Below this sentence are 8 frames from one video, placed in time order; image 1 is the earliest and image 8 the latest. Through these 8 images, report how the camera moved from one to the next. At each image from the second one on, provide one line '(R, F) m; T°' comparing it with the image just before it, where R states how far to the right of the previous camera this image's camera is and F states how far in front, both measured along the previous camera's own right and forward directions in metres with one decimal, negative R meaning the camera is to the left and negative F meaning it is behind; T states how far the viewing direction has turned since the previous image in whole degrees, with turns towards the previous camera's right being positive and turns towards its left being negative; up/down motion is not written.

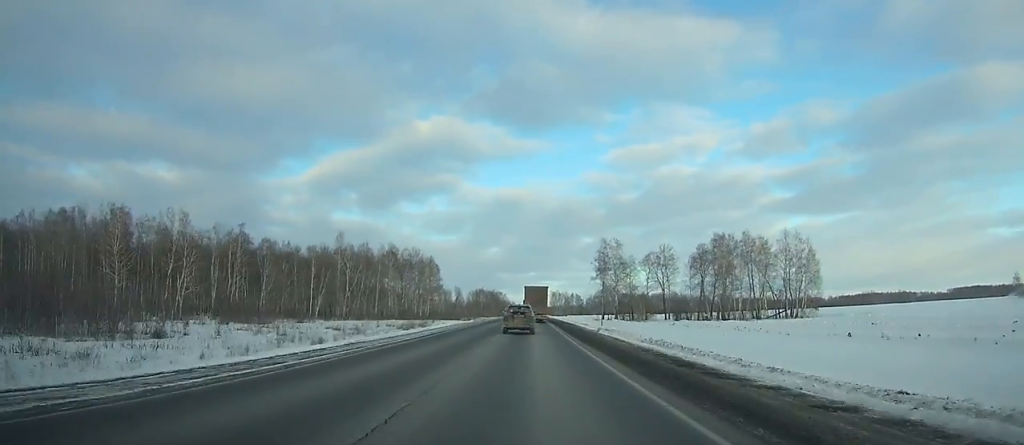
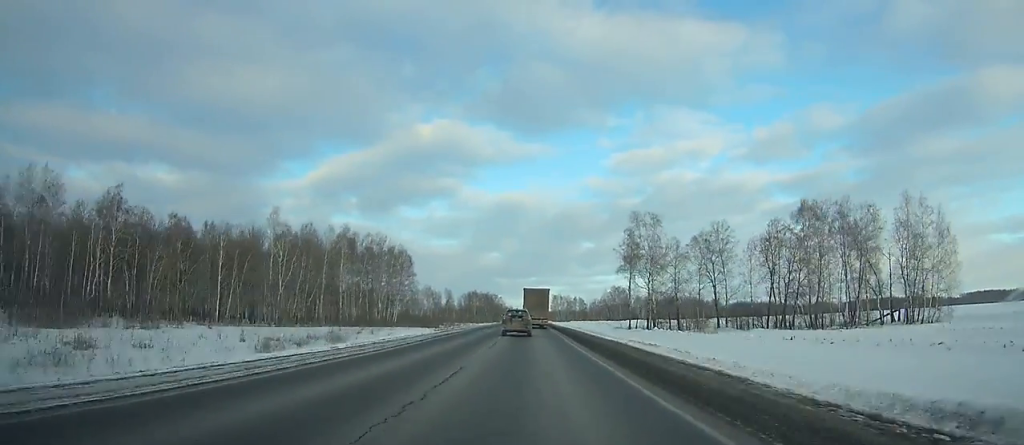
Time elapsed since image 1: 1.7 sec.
(0.0, +42.6) m; 0°
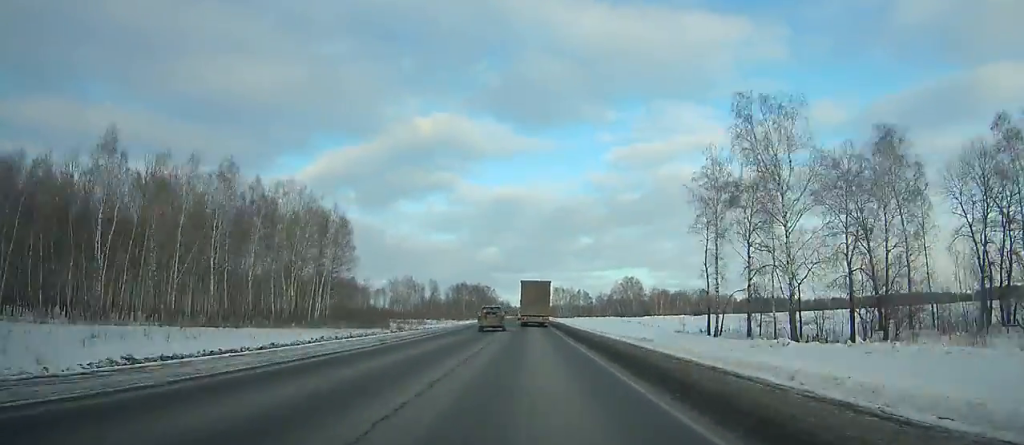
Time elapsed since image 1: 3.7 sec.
(0.0, +50.7) m; 0°
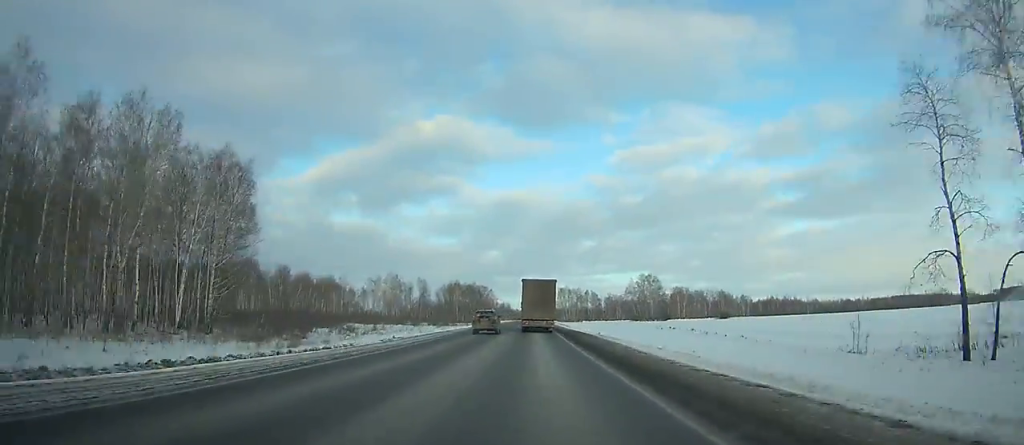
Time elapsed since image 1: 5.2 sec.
(+0.1, +39.0) m; 0°
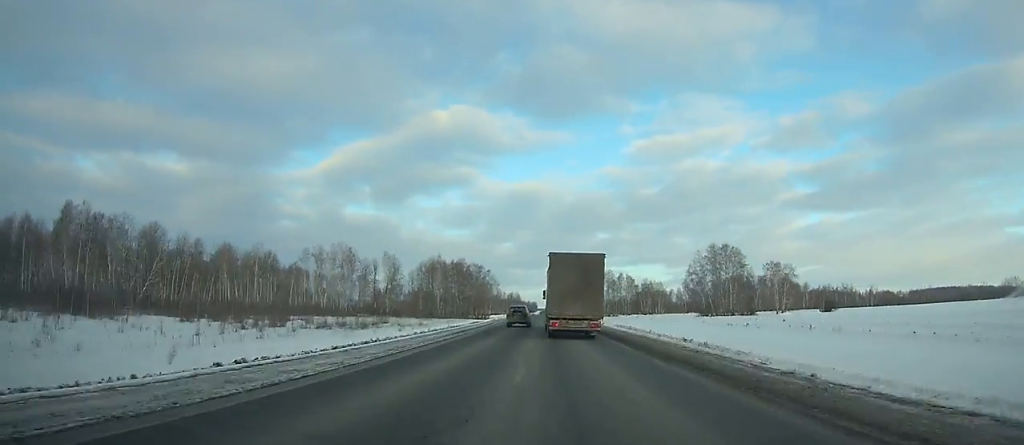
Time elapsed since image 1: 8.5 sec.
(-0.6, +88.1) m; -1°
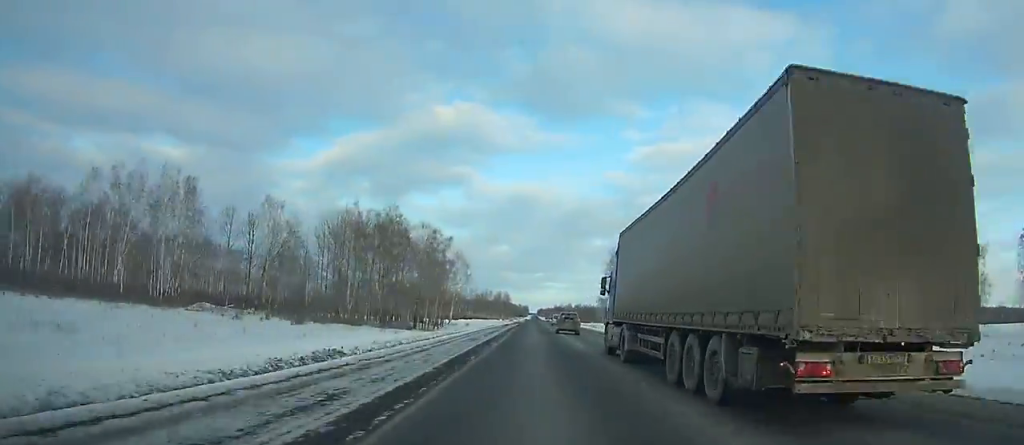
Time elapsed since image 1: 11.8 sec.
(-0.4, +91.7) m; 0°
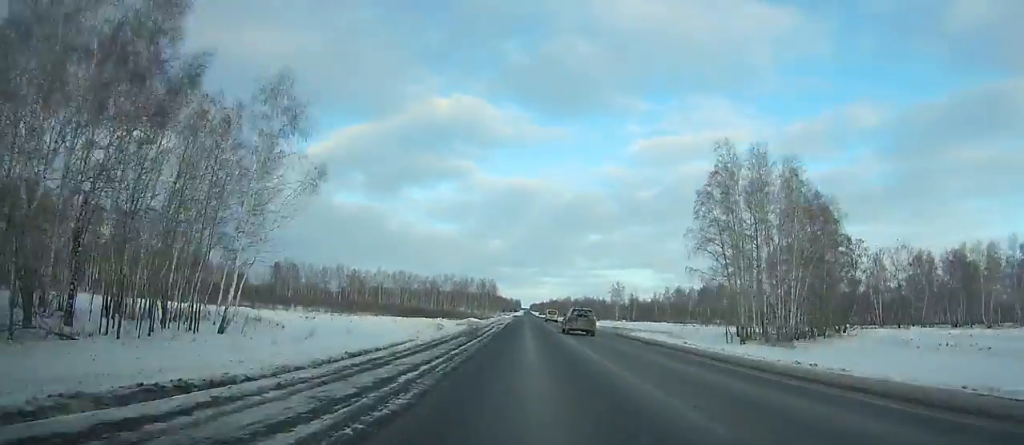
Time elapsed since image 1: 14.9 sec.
(+0.8, +88.3) m; +1°
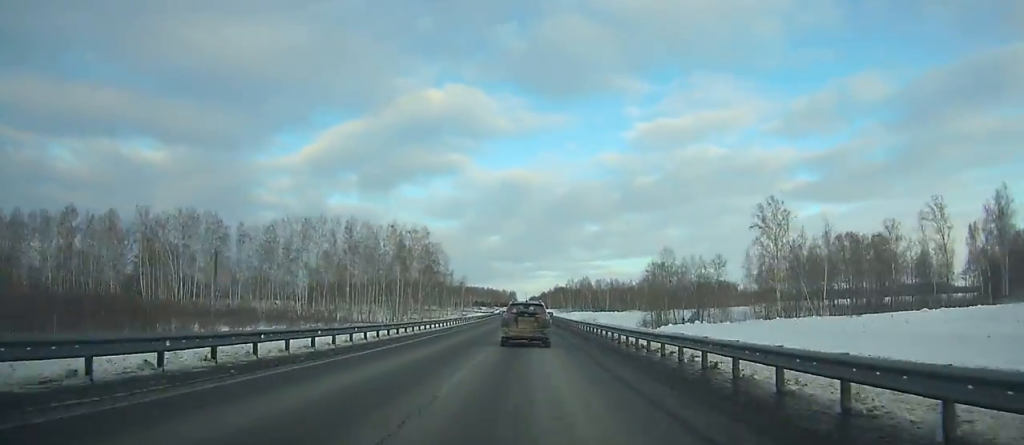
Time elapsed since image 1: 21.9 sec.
(+2.0, +193.5) m; 0°
